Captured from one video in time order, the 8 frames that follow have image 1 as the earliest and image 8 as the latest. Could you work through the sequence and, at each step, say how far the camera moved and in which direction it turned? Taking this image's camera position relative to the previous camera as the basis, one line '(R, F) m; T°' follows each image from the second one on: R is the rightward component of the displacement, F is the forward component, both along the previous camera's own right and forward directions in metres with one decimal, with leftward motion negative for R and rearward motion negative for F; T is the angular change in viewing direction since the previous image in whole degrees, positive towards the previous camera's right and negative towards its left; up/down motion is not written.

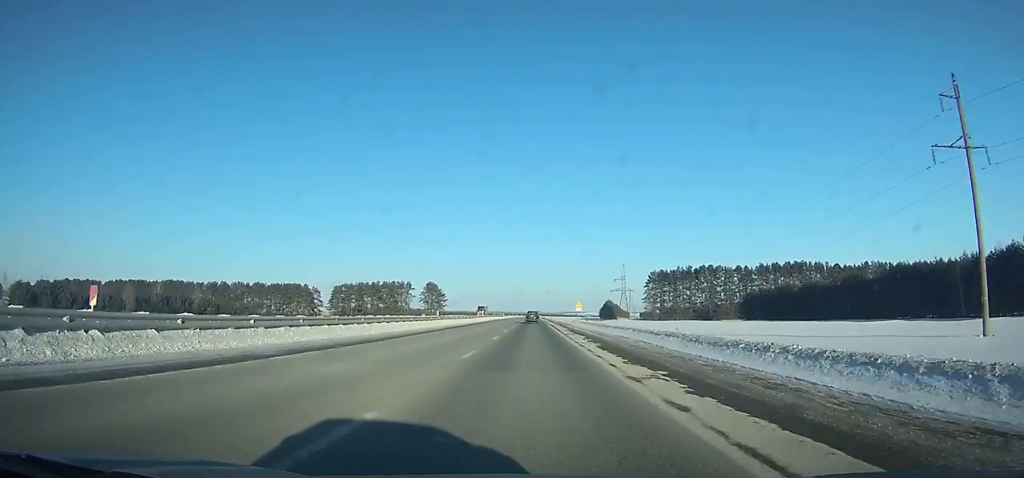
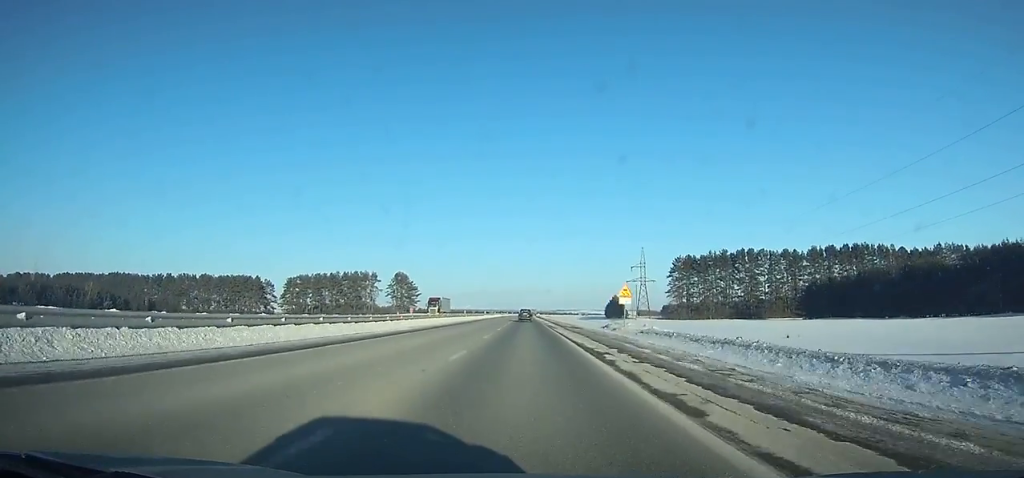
(-0.2, +48.6) m; 0°
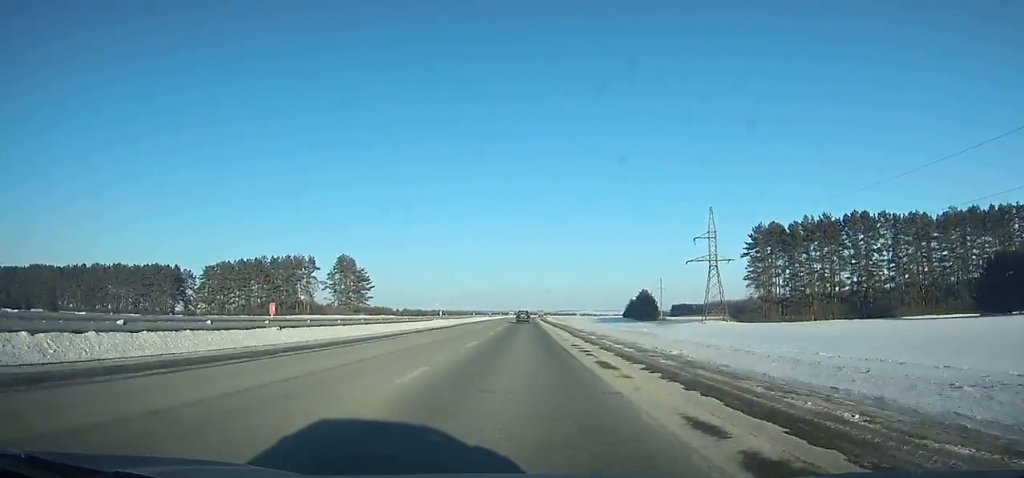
(+0.3, +64.1) m; 0°
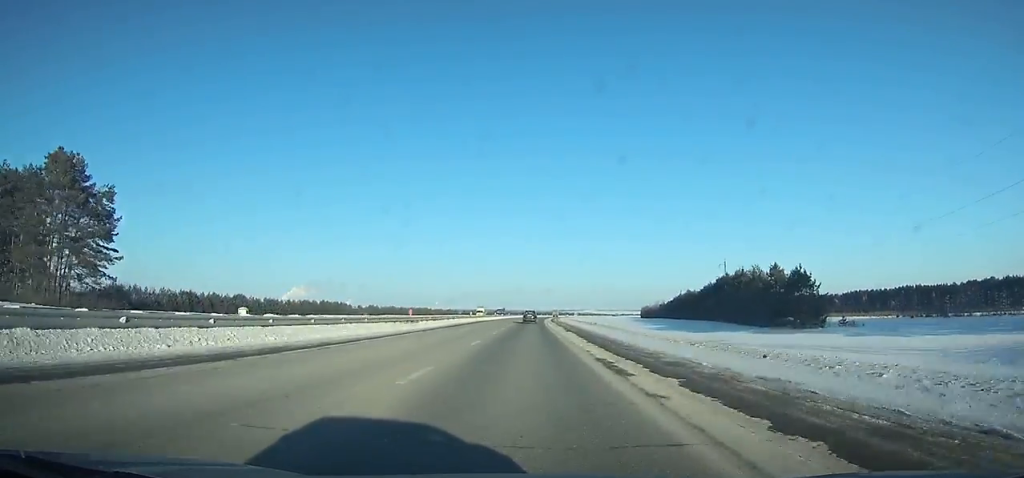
(-0.1, +95.4) m; 0°
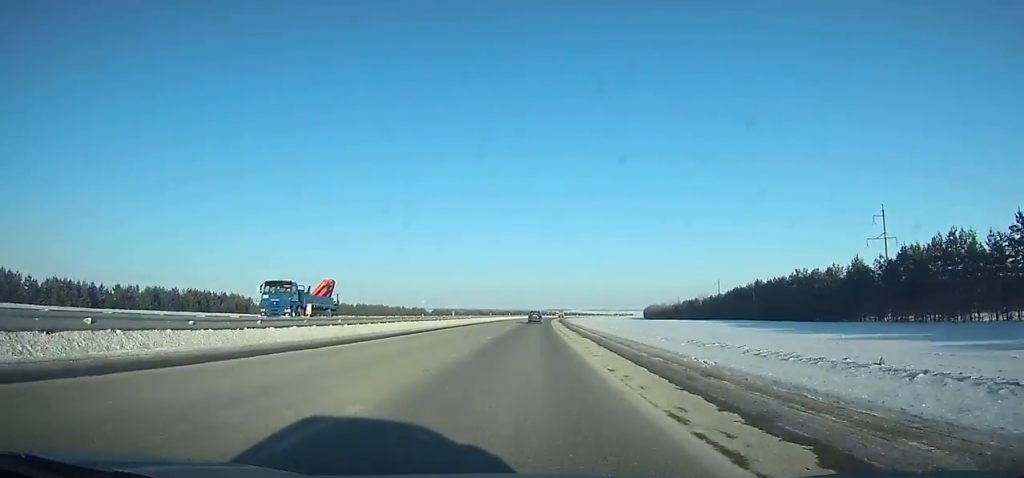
(+1.1, +100.8) m; +1°
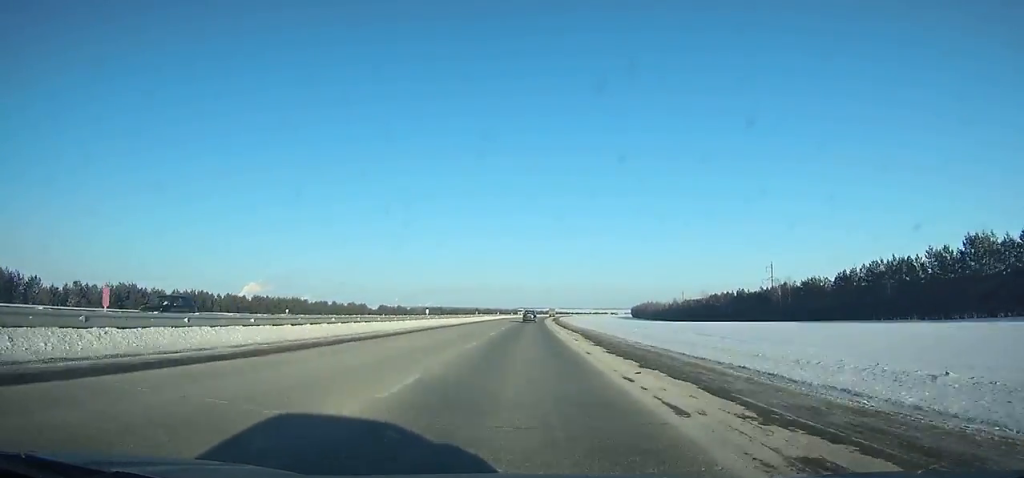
(+1.2, +91.1) m; +2°
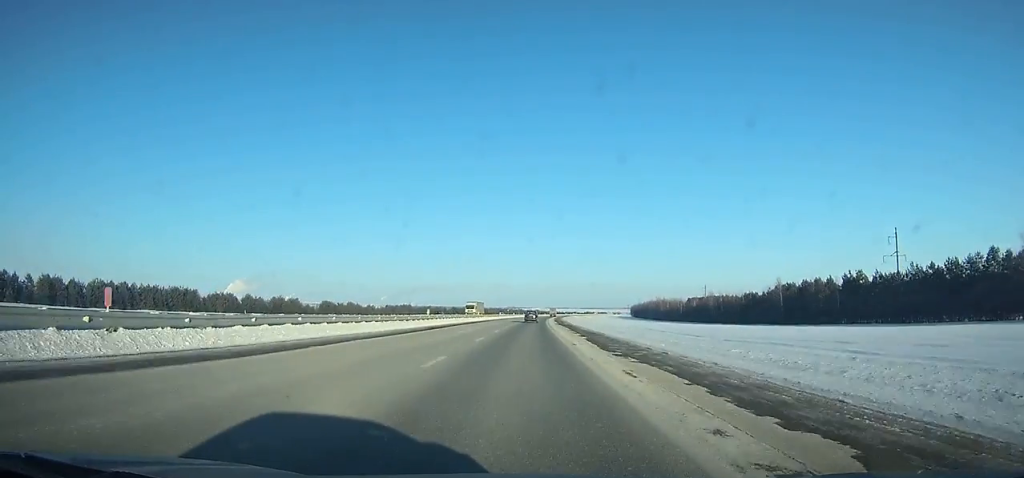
(+1.2, +78.6) m; +2°
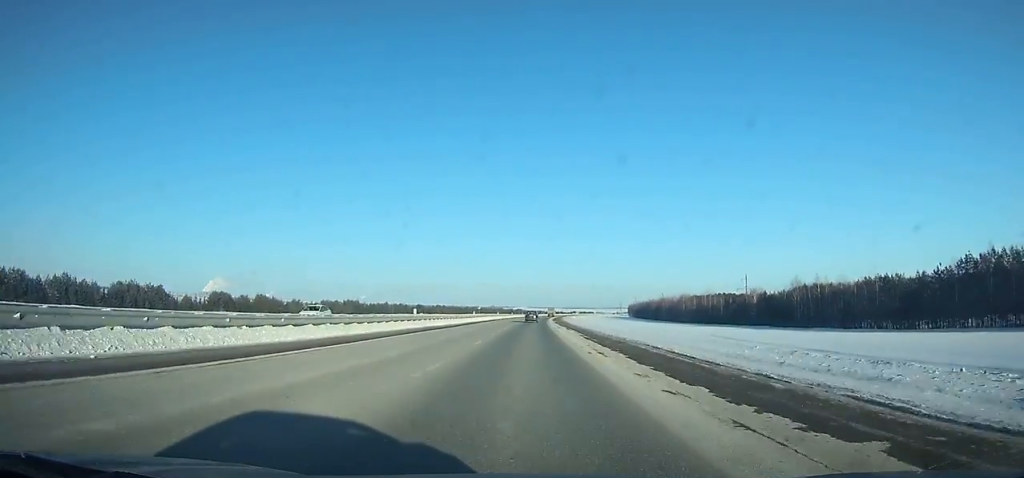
(+1.3, +85.4) m; +2°
